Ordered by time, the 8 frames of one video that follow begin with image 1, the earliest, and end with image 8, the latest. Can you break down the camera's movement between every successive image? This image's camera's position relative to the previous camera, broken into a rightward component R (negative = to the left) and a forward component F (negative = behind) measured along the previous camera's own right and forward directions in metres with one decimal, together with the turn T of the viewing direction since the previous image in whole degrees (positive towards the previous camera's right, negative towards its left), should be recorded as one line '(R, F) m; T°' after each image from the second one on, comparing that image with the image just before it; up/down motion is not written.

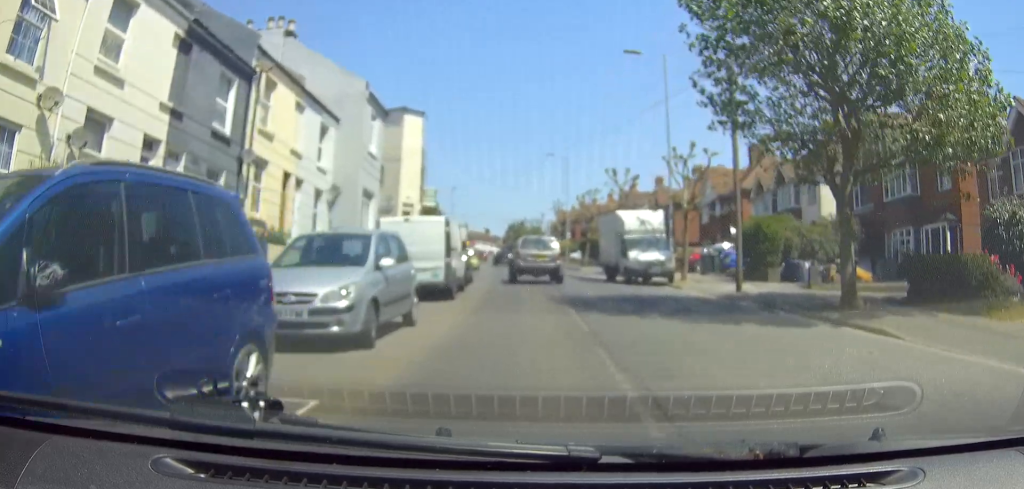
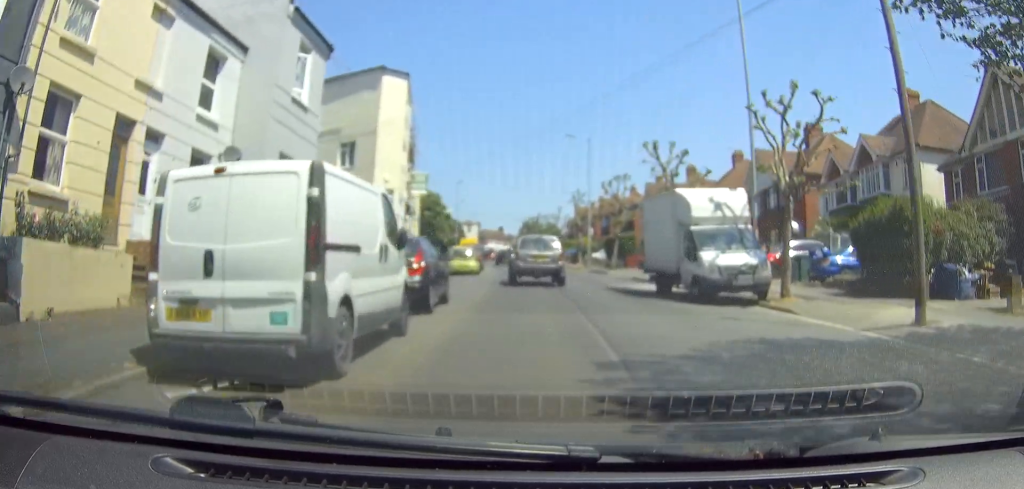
(+0.1, +10.2) m; -1°
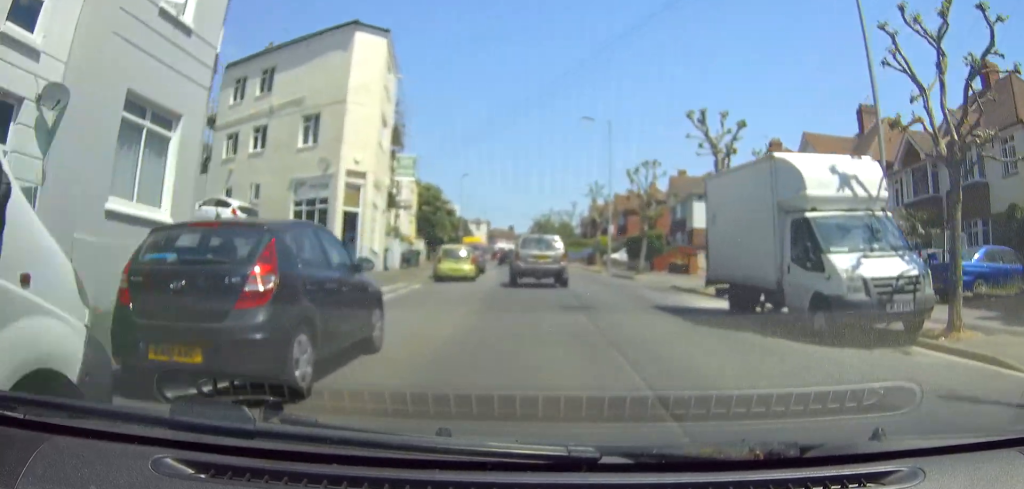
(-0.2, +7.5) m; -1°
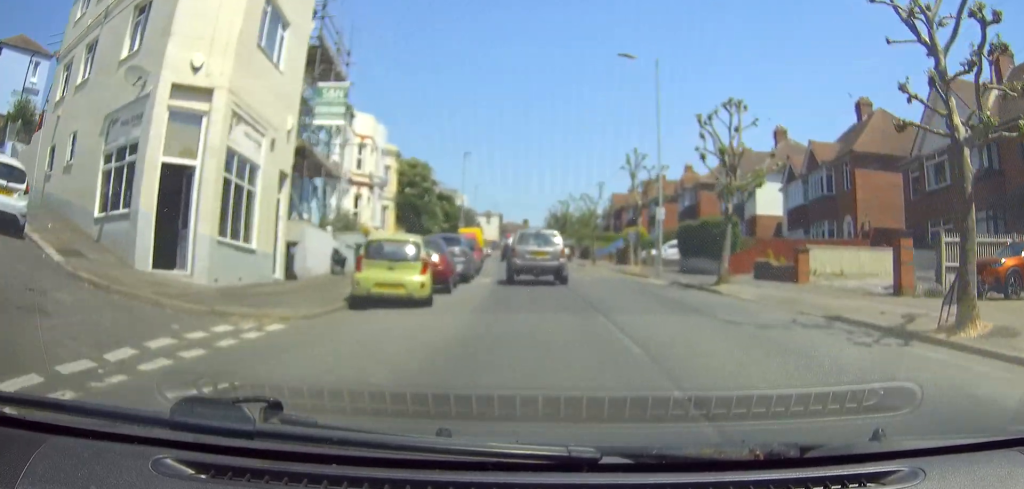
(-0.1, +14.2) m; -2°
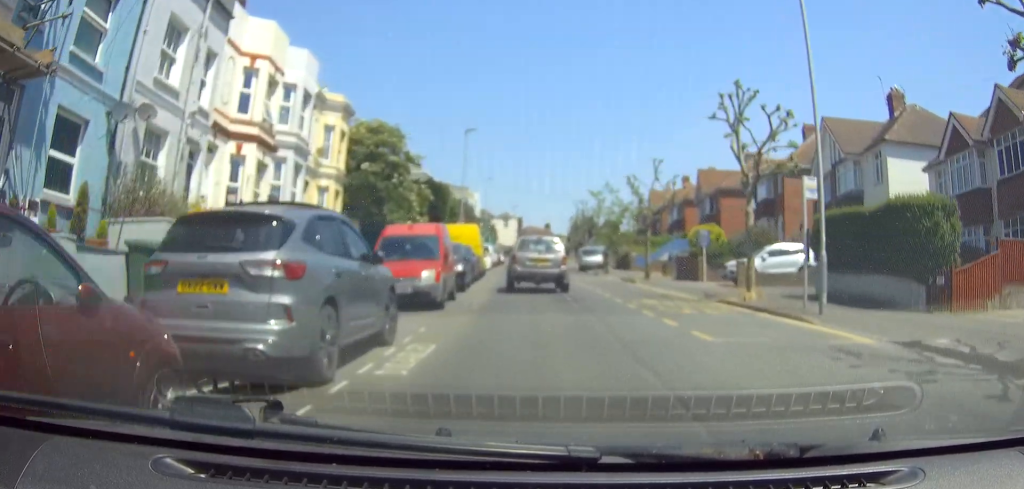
(-0.4, +16.7) m; -2°
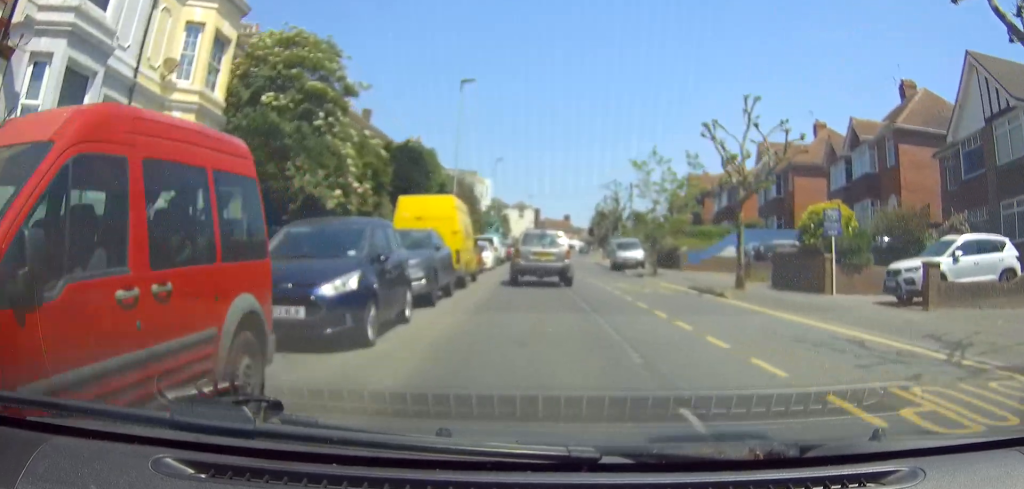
(-0.2, +13.5) m; -2°
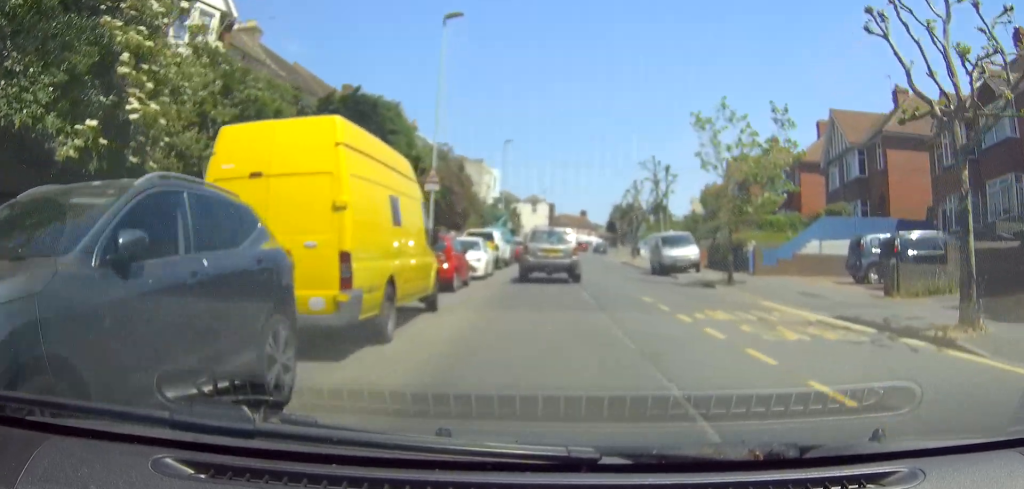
(-0.2, +11.4) m; -1°
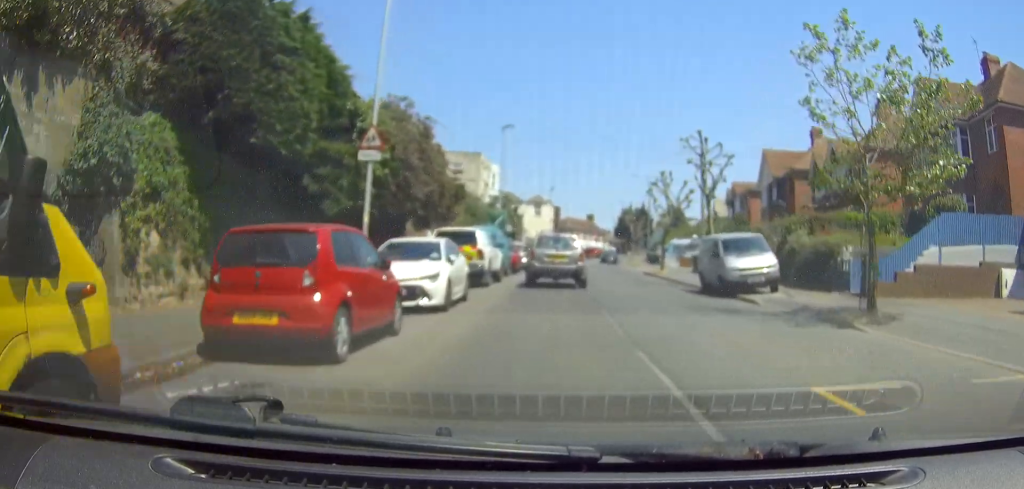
(+0.1, +10.1) m; 0°
